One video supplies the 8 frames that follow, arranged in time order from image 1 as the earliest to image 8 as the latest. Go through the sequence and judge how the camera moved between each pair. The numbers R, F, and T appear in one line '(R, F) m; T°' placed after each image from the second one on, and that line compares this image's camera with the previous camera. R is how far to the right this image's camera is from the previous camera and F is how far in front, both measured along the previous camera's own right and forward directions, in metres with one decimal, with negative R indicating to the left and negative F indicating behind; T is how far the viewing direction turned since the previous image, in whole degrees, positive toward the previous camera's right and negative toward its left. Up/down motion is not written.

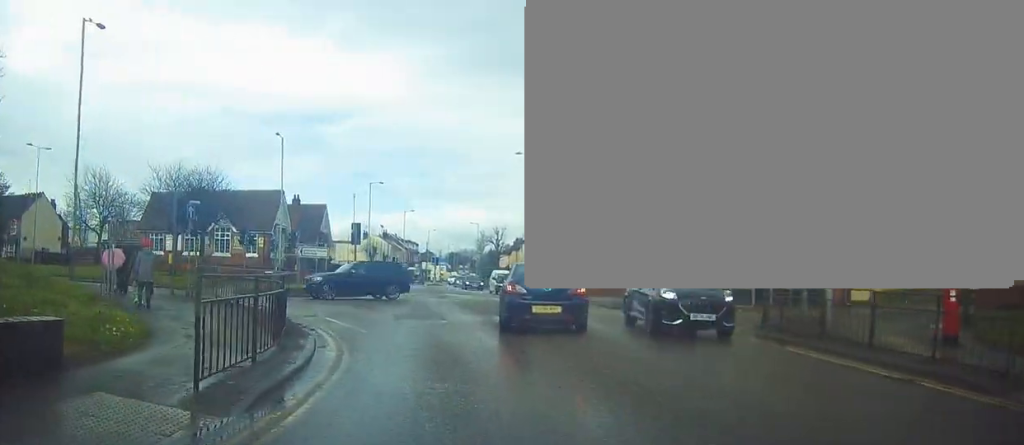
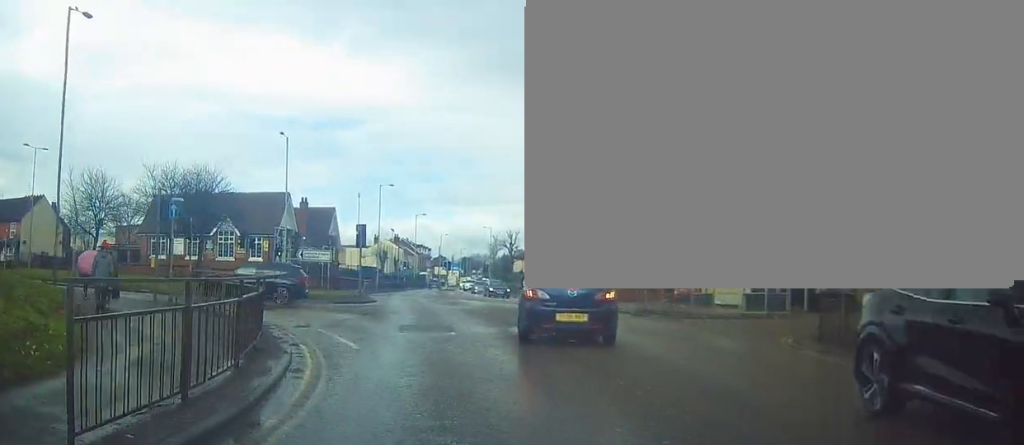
(-0.2, +2.9) m; -4°
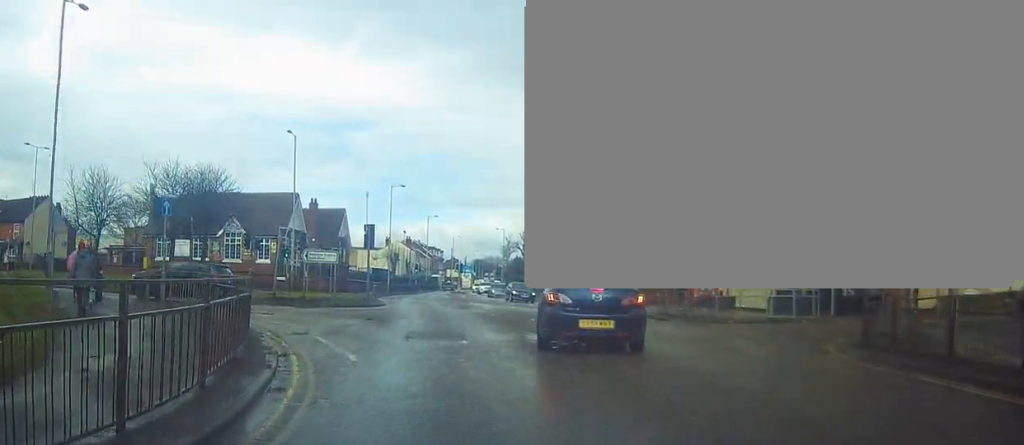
(0.0, +1.6) m; -1°
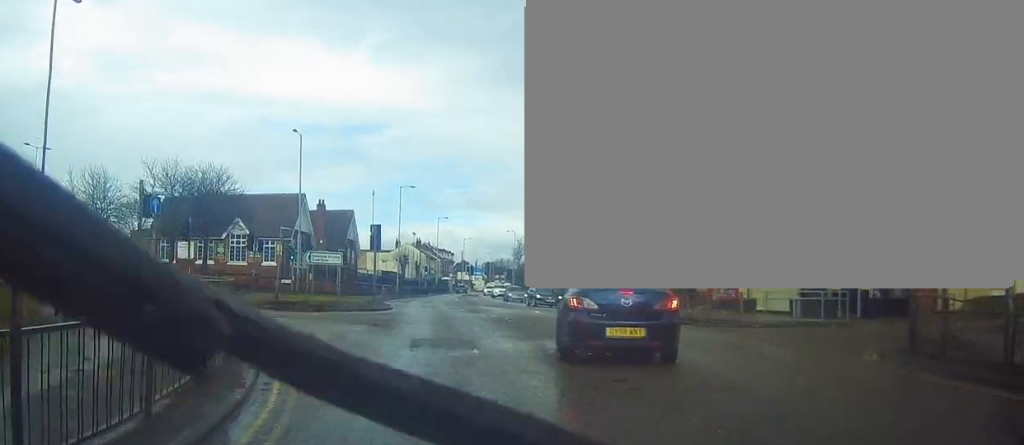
(0.0, +1.4) m; 0°
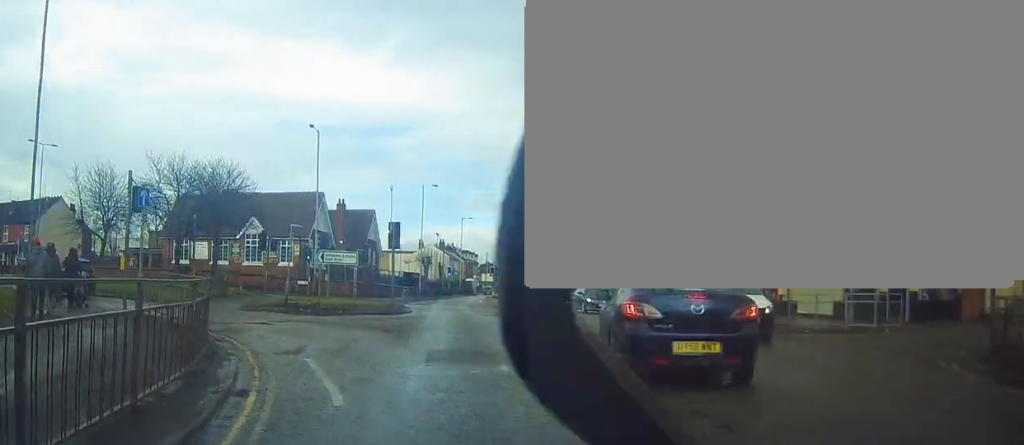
(0.0, +2.0) m; -3°
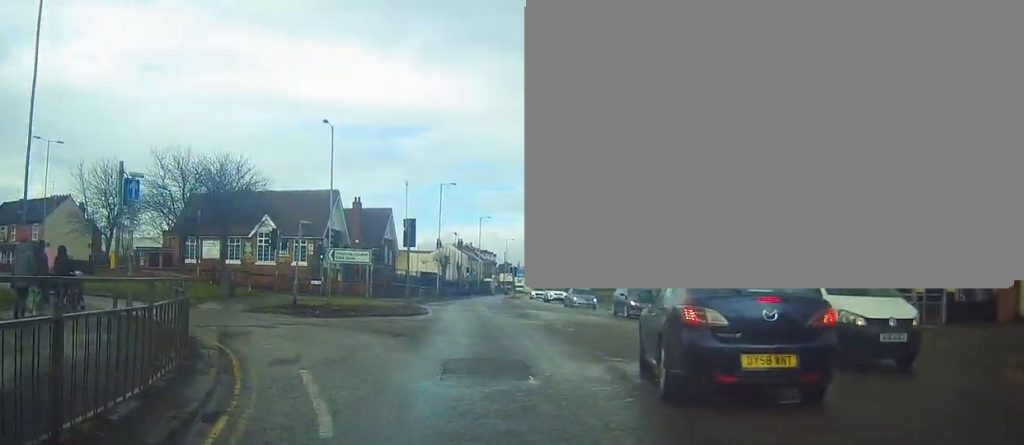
(+0.1, +1.3) m; -3°
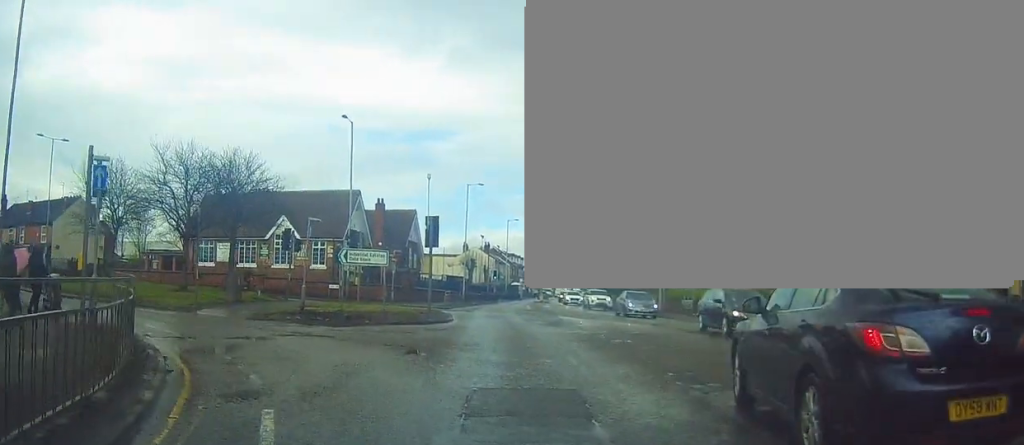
(-0.2, +2.6) m; -1°
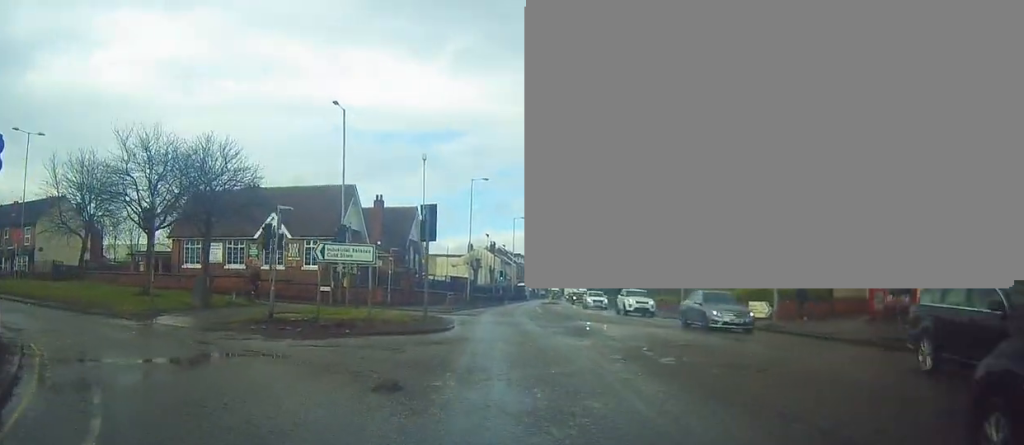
(+0.1, +3.9) m; +3°
